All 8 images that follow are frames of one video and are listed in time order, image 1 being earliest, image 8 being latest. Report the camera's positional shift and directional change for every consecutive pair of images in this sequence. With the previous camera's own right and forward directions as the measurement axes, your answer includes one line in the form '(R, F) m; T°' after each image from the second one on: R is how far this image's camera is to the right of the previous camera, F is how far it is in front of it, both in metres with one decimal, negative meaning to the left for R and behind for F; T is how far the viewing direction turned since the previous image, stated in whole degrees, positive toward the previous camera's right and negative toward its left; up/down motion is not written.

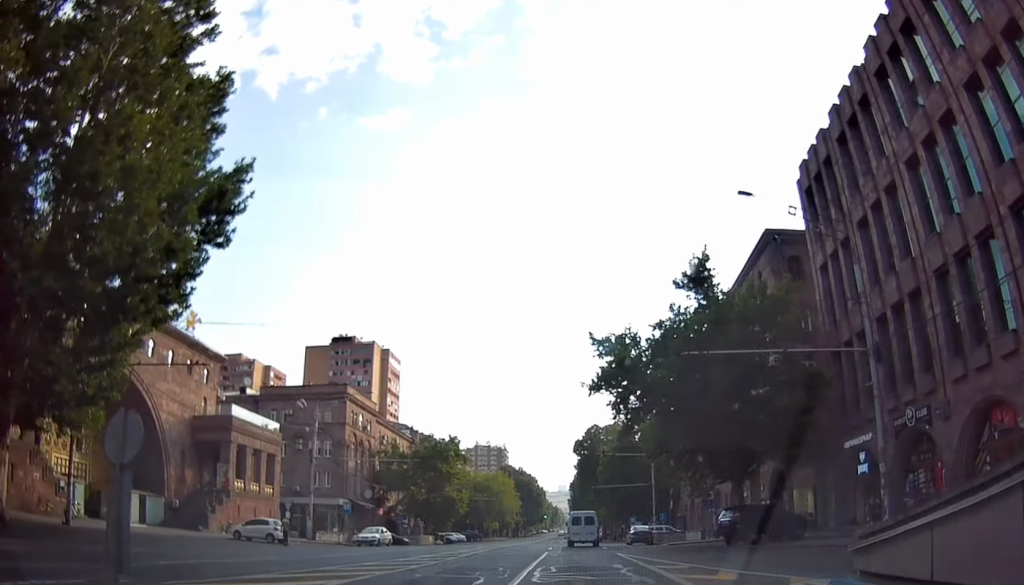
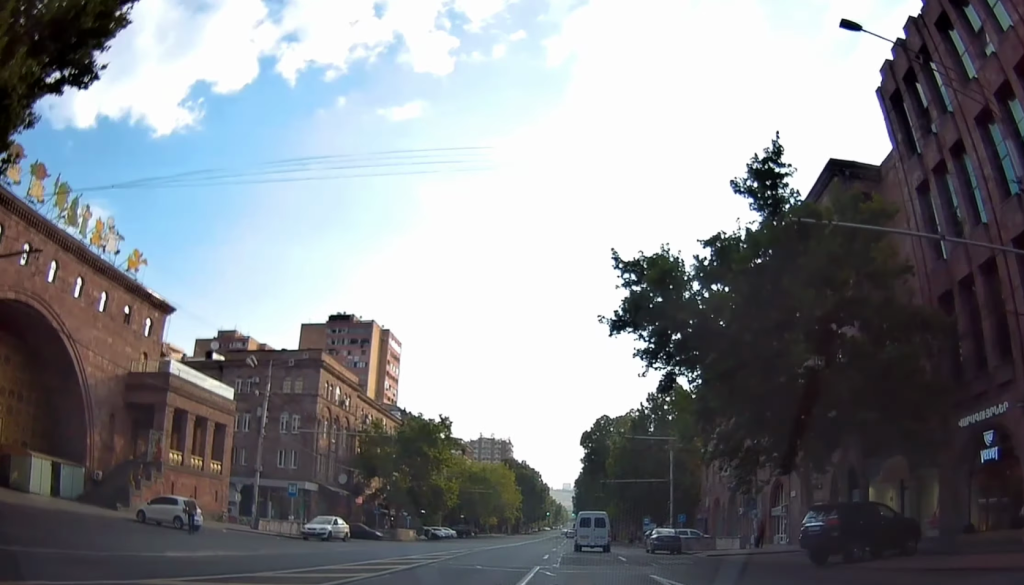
(-0.1, +12.7) m; -1°
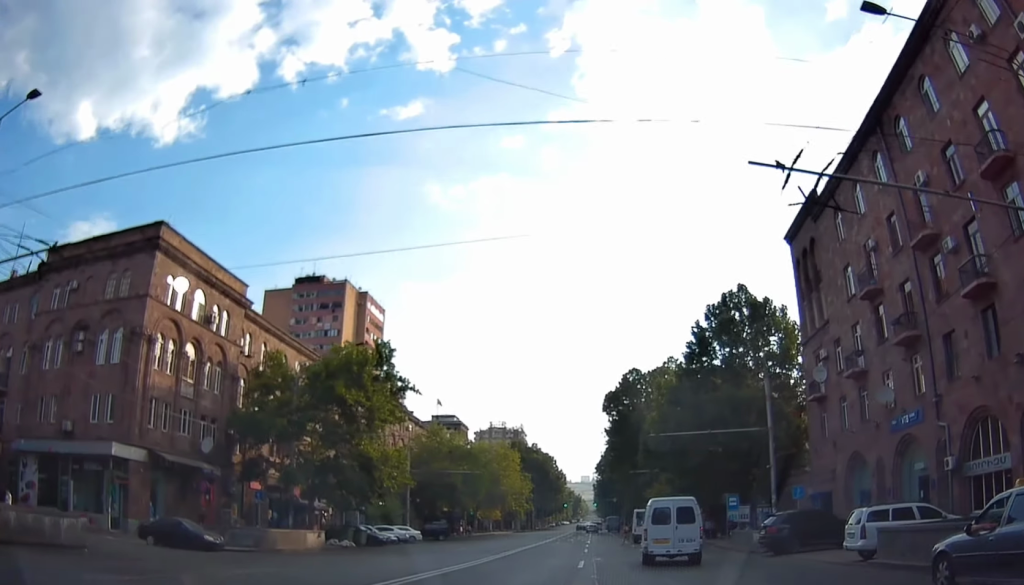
(-1.0, +34.2) m; -1°
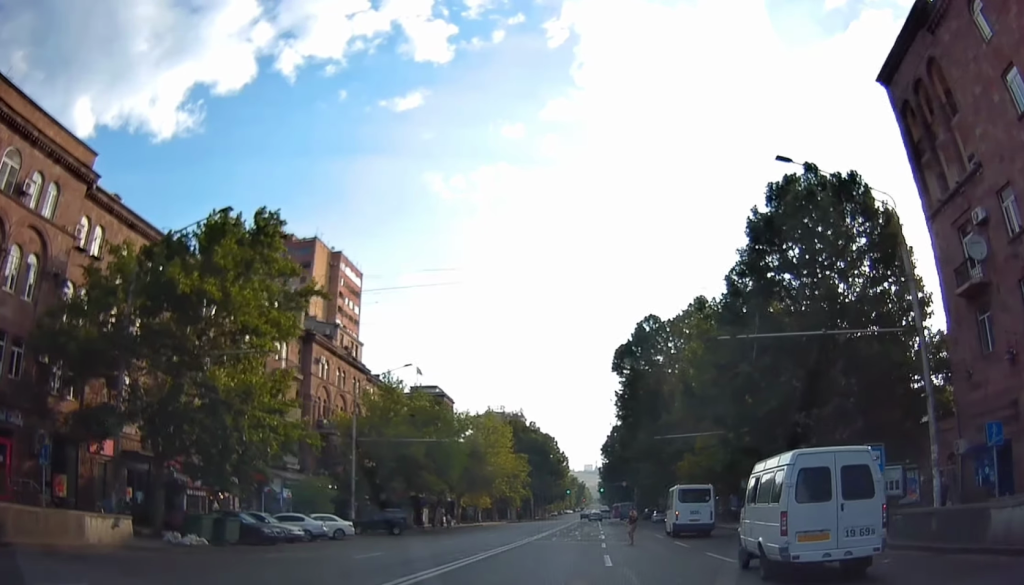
(+0.5, +20.5) m; 0°
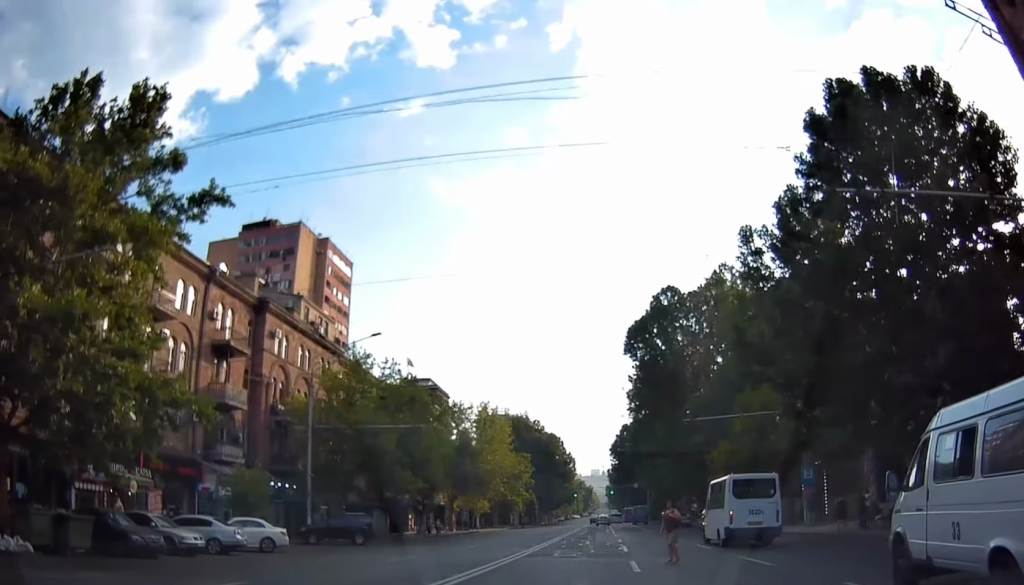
(-0.2, +11.0) m; -2°
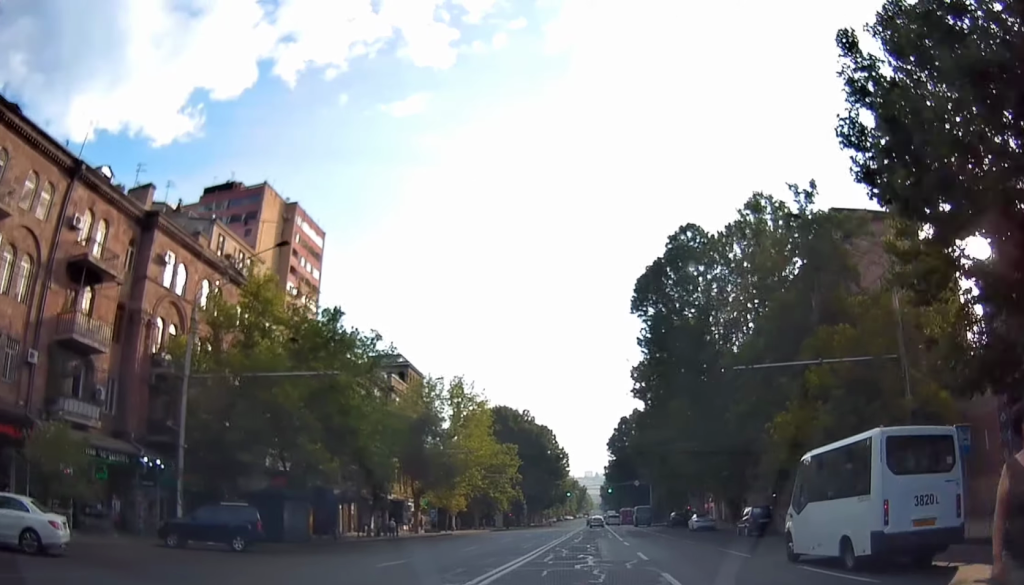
(-0.3, +15.1) m; -1°
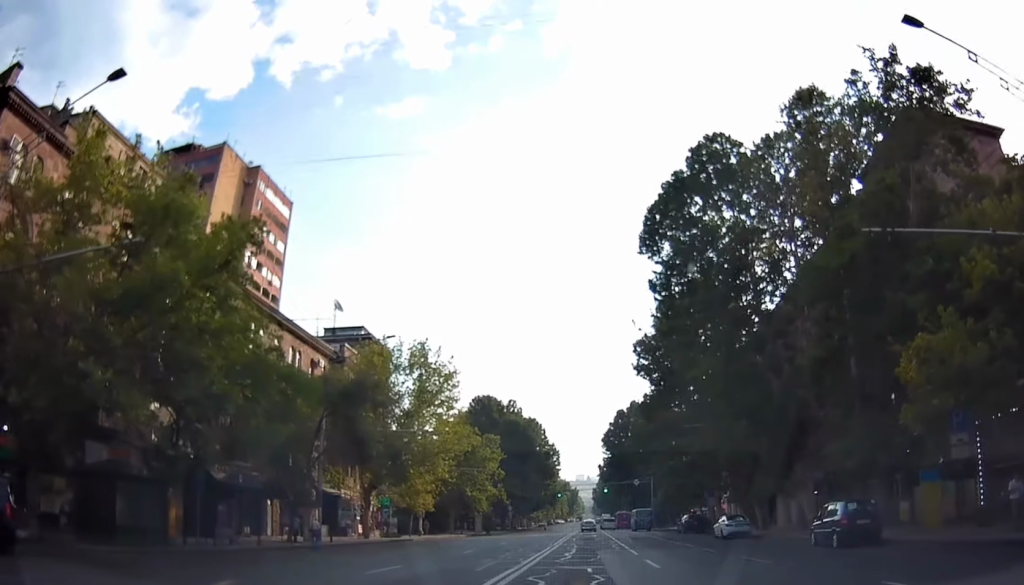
(-0.2, +13.9) m; +1°
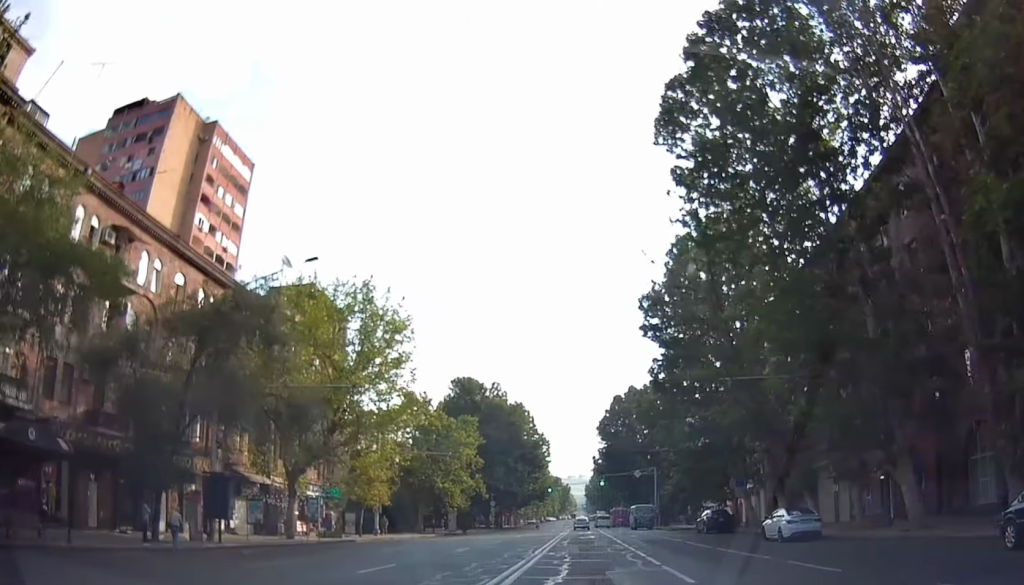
(+0.4, +13.4) m; +2°
